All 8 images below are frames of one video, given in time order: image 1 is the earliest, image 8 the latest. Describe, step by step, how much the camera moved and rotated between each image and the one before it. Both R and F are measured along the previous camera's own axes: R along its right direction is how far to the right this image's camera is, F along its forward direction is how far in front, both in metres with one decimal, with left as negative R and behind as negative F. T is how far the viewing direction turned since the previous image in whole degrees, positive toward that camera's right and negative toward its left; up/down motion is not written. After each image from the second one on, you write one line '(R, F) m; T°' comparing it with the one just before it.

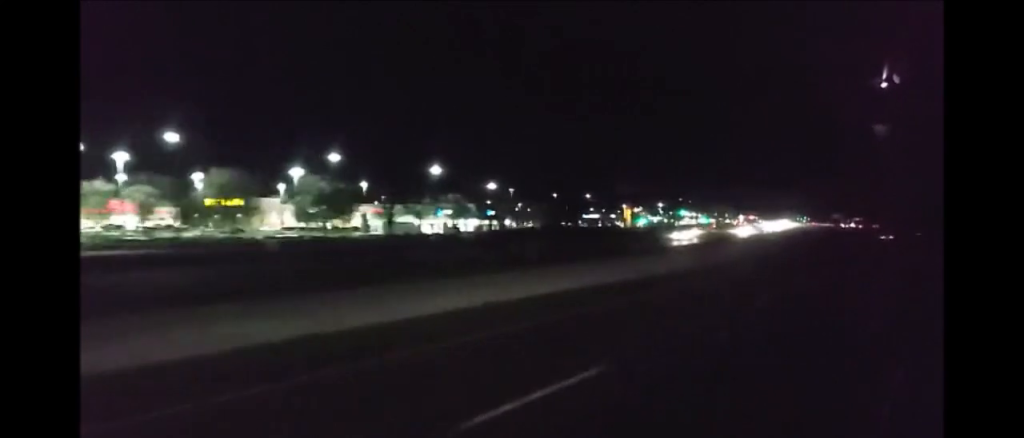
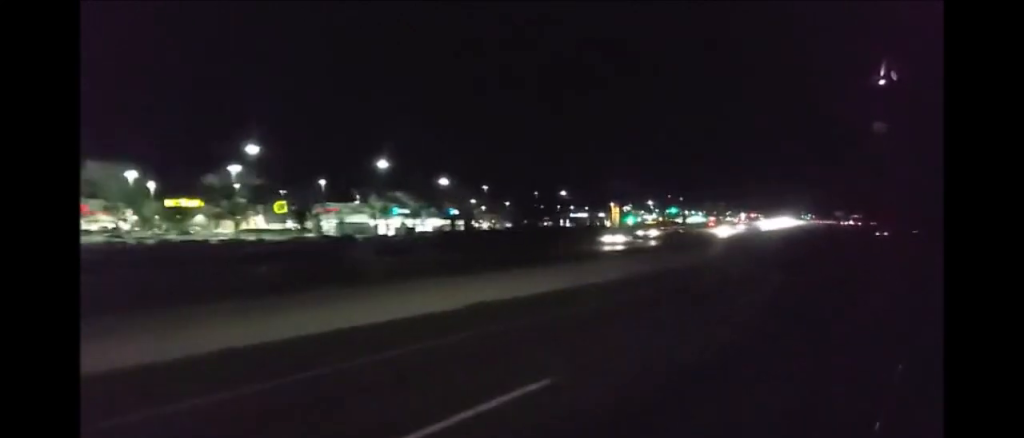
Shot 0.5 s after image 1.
(-0.2, +15.4) m; 0°
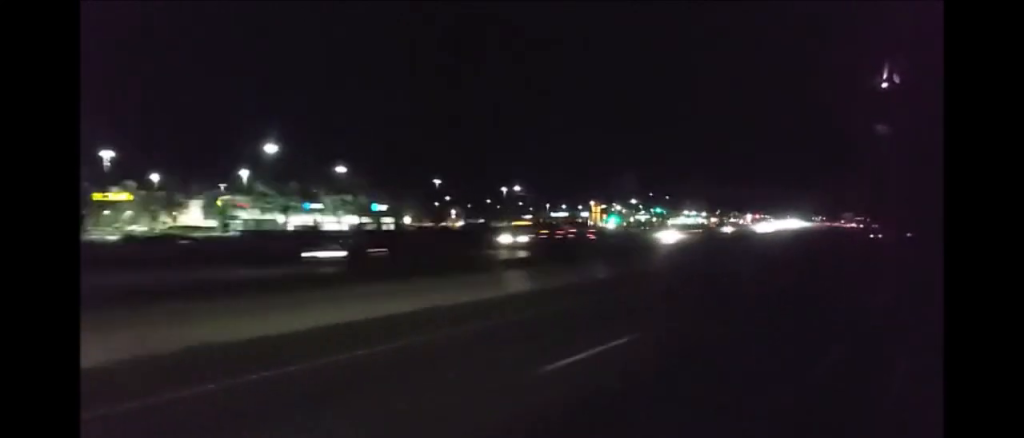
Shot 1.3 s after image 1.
(-0.3, +24.7) m; -1°
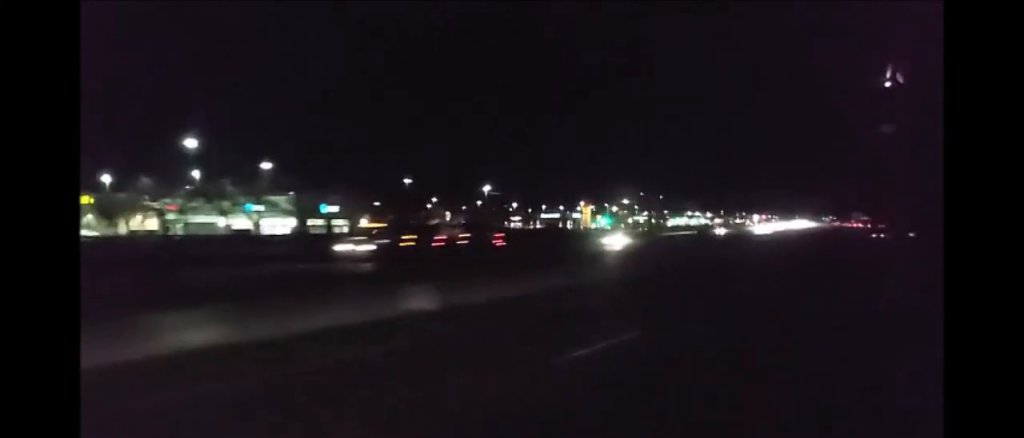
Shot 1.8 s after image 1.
(+0.2, +14.5) m; -1°
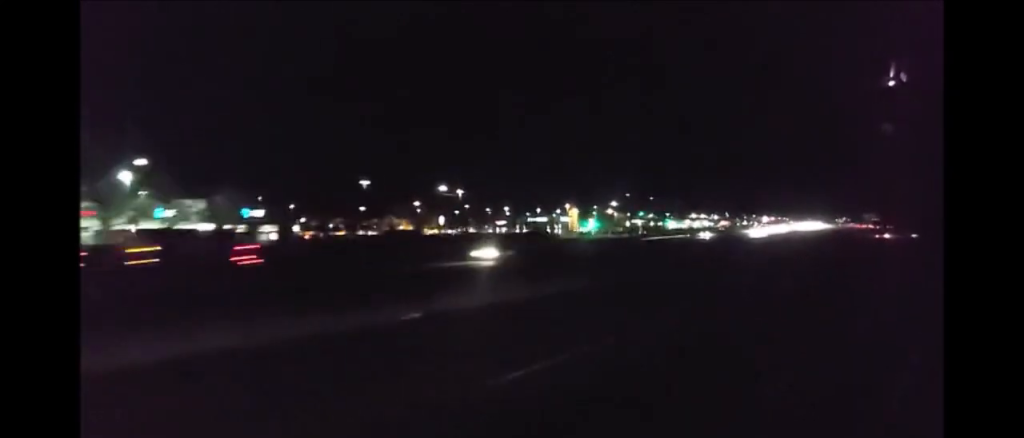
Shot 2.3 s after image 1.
(0.0, +15.6) m; -1°
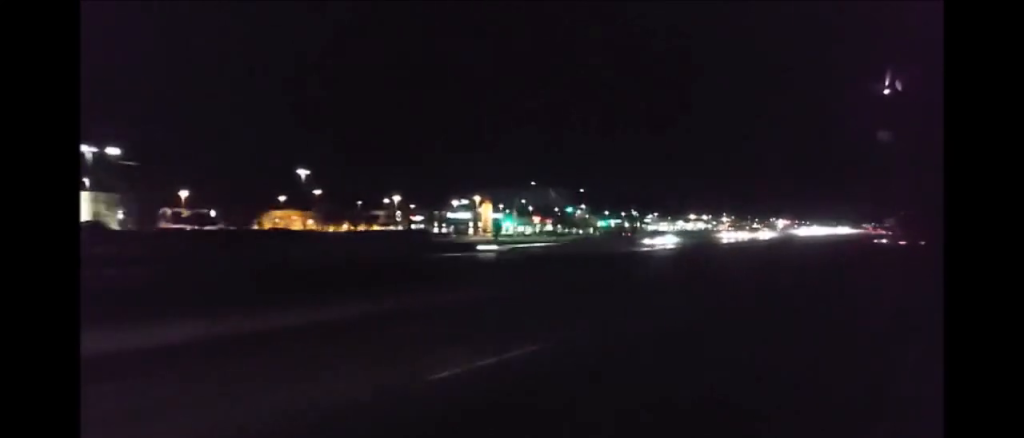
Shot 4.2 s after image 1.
(-1.7, +58.9) m; -2°
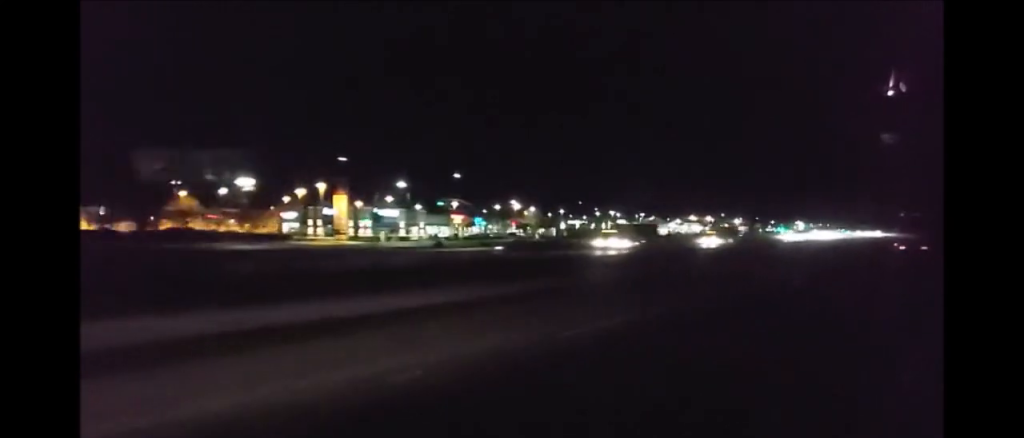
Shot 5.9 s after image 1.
(-1.5, +52.4) m; -3°
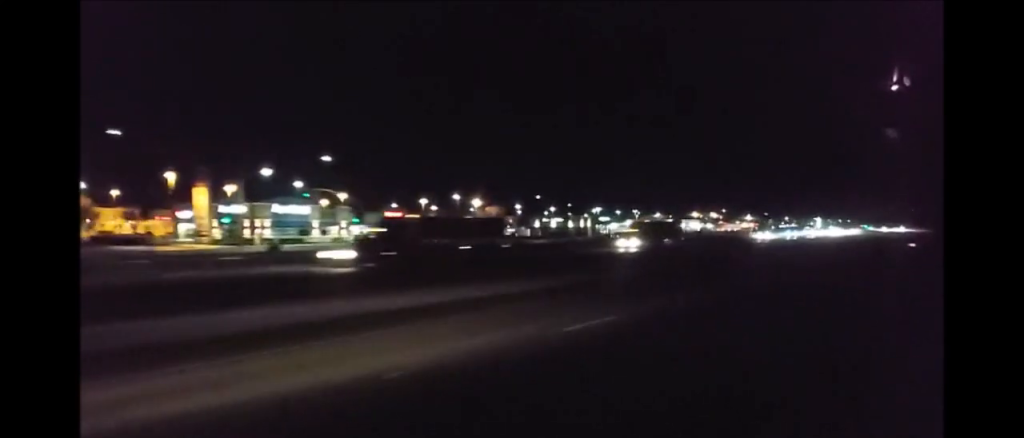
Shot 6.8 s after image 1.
(0.0, +29.7) m; -1°
